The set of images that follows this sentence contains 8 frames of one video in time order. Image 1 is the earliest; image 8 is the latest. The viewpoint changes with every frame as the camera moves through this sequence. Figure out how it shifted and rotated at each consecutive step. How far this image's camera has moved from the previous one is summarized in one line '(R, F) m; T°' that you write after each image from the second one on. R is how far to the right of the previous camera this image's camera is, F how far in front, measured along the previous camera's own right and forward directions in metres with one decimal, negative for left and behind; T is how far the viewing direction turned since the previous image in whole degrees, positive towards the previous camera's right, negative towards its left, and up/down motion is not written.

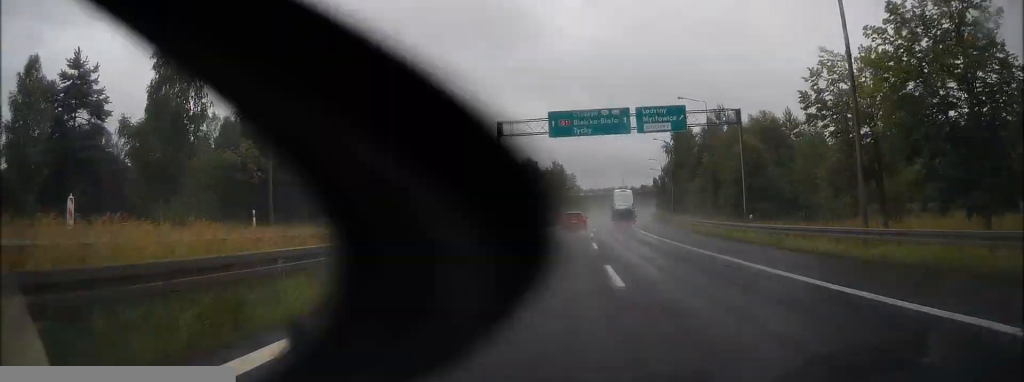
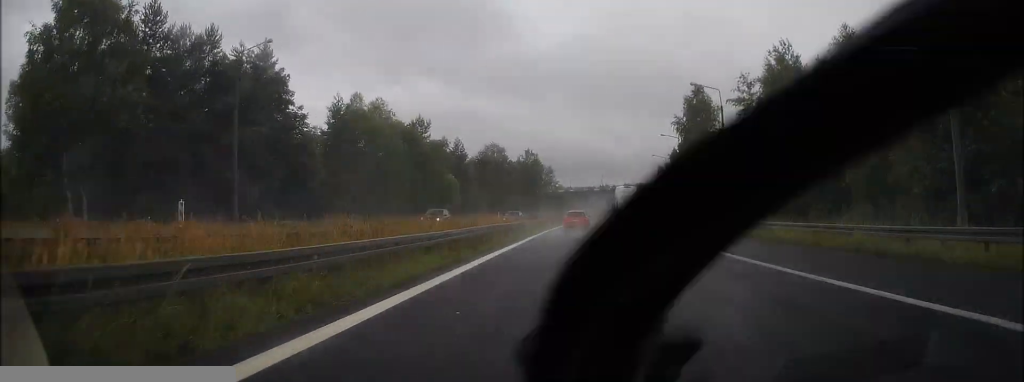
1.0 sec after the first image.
(+0.3, +34.8) m; +2°
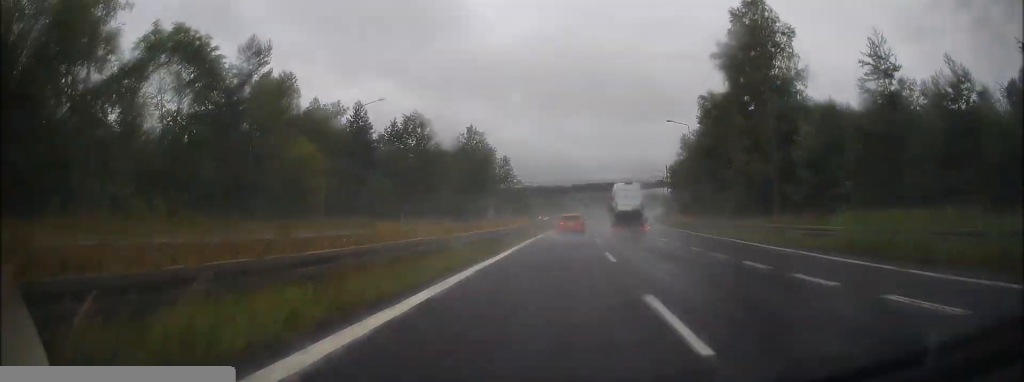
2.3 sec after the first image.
(+1.2, +42.6) m; +3°
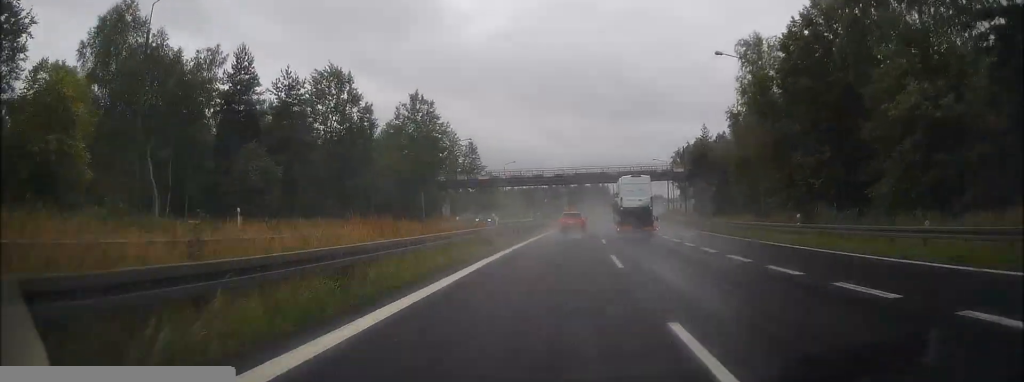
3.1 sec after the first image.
(+0.4, +26.9) m; +2°
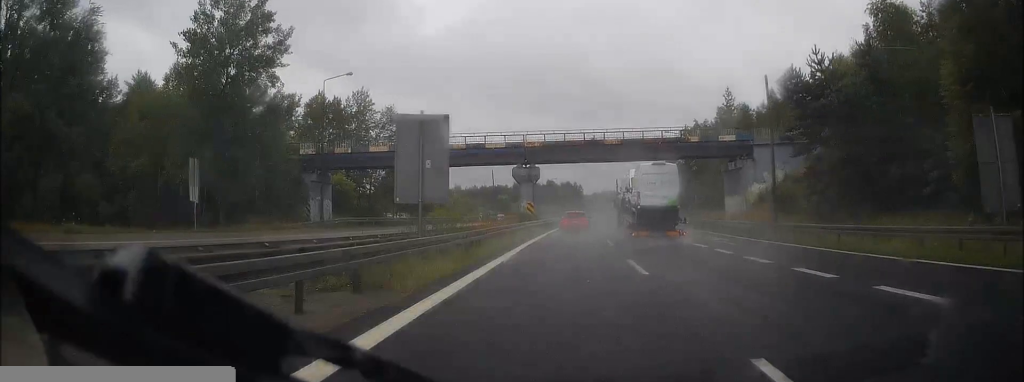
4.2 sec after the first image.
(+0.6, +38.0) m; +3°
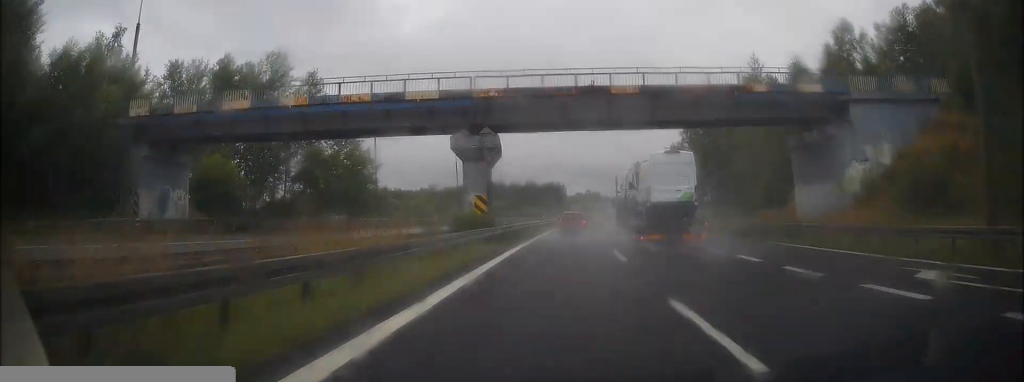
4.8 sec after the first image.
(+0.2, +20.0) m; +2°
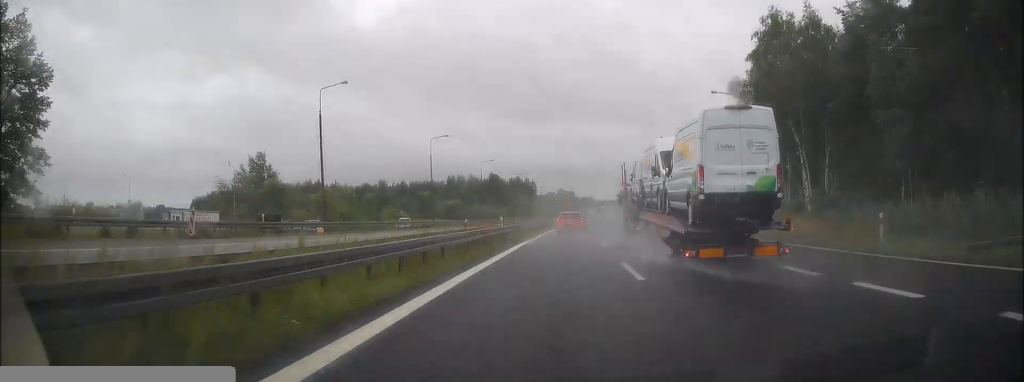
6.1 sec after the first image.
(+1.4, +41.0) m; +3°
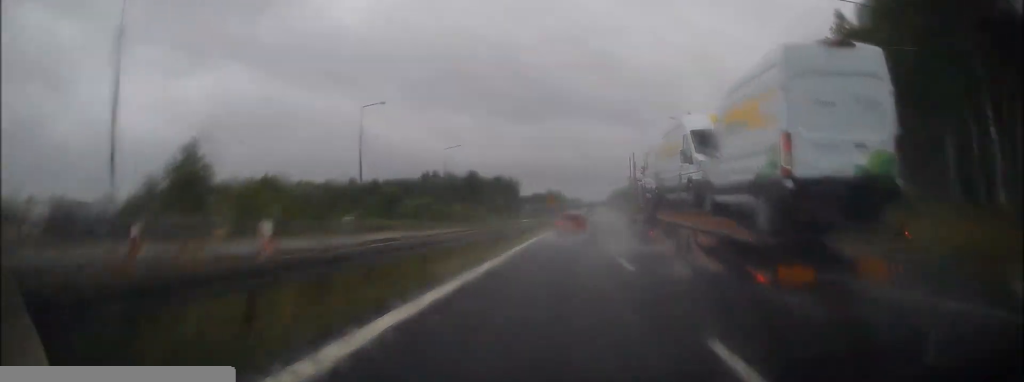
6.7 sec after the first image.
(-0.1, +22.1) m; +1°
